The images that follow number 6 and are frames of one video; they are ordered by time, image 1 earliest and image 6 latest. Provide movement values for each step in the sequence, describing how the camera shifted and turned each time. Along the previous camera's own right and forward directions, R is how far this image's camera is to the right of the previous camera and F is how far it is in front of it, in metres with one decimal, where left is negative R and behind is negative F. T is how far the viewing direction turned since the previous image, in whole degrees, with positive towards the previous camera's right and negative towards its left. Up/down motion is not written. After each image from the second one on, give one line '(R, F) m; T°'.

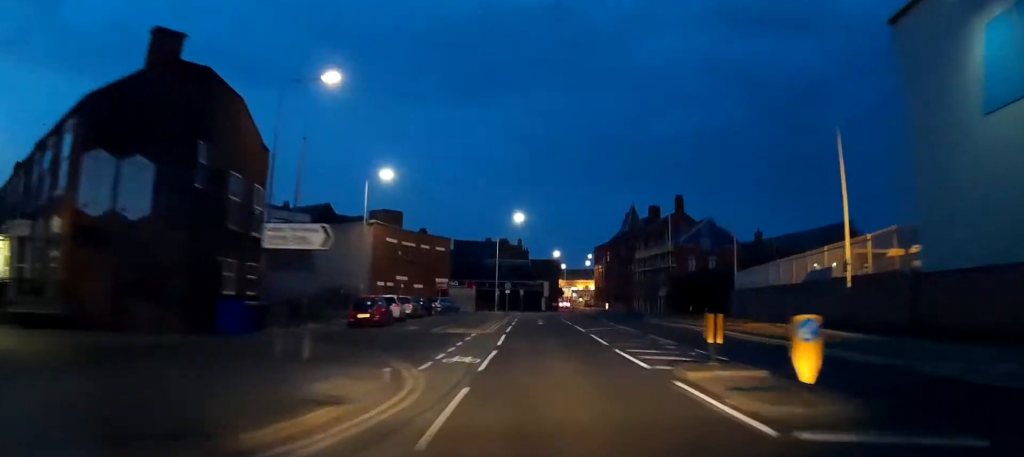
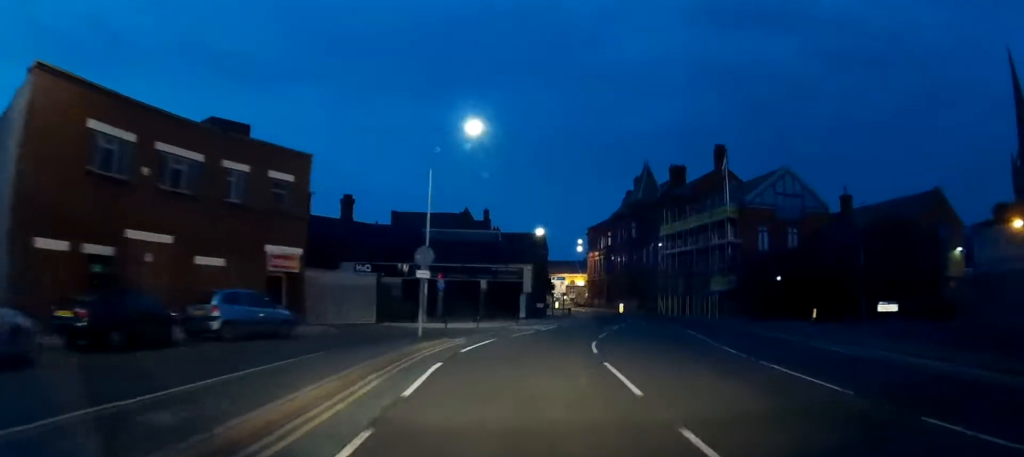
(+0.6, +36.0) m; 0°
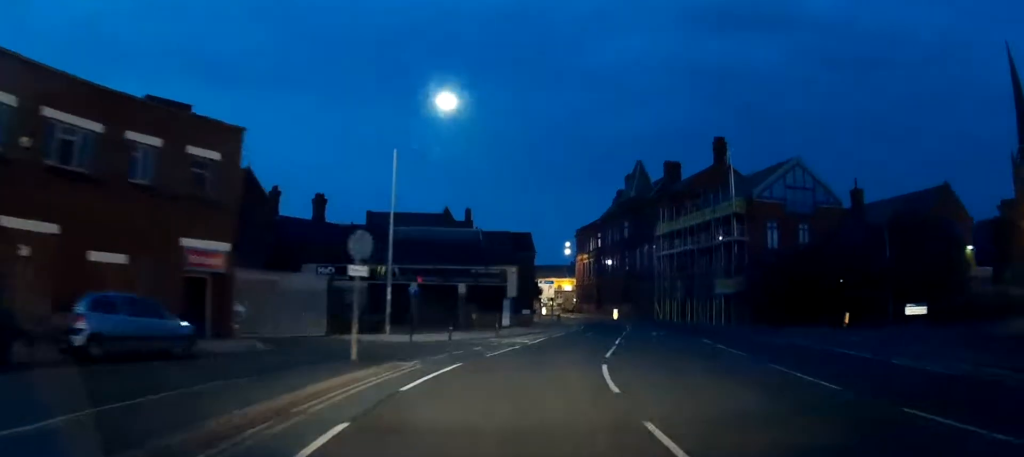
(-0.2, +5.7) m; 0°
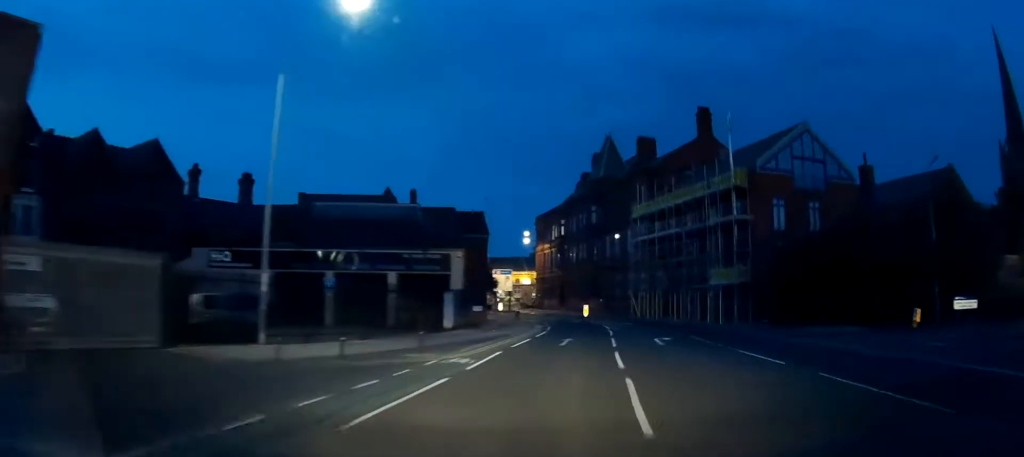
(-0.2, +9.7) m; +1°
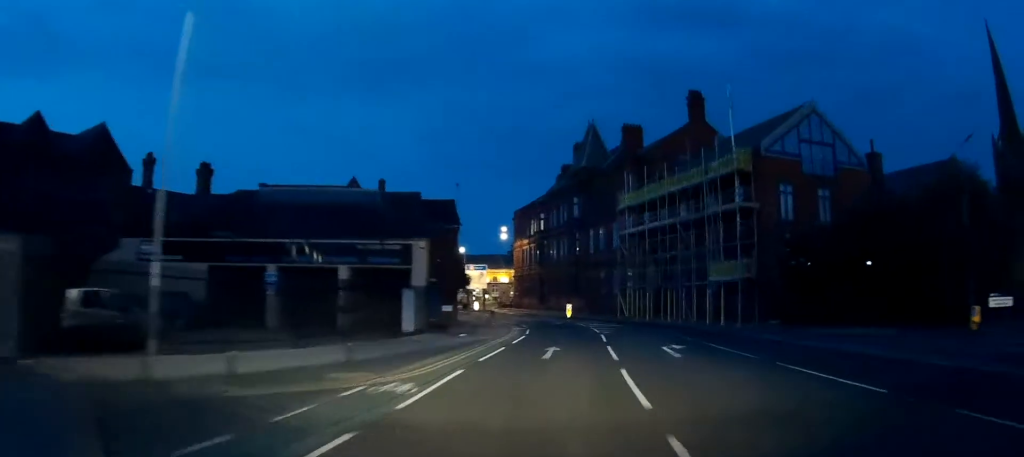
(0.0, +4.8) m; +2°
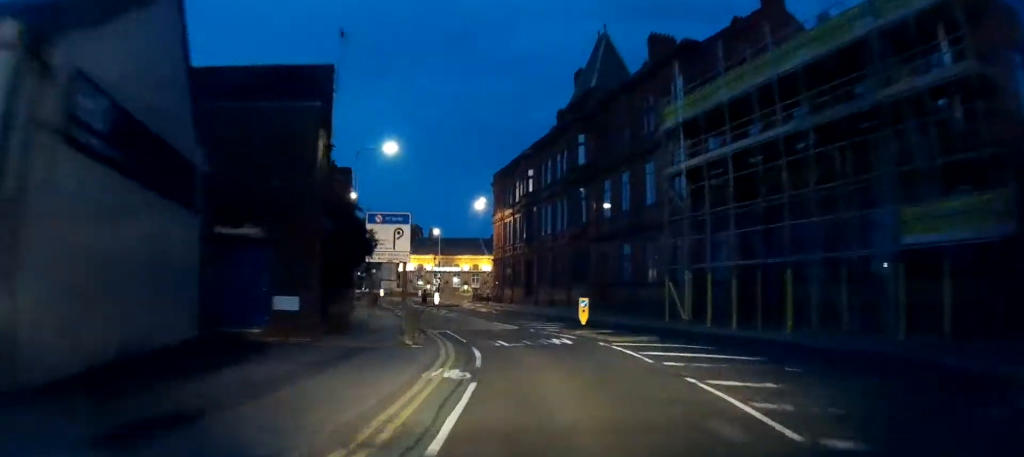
(+1.5, +22.5) m; +1°
